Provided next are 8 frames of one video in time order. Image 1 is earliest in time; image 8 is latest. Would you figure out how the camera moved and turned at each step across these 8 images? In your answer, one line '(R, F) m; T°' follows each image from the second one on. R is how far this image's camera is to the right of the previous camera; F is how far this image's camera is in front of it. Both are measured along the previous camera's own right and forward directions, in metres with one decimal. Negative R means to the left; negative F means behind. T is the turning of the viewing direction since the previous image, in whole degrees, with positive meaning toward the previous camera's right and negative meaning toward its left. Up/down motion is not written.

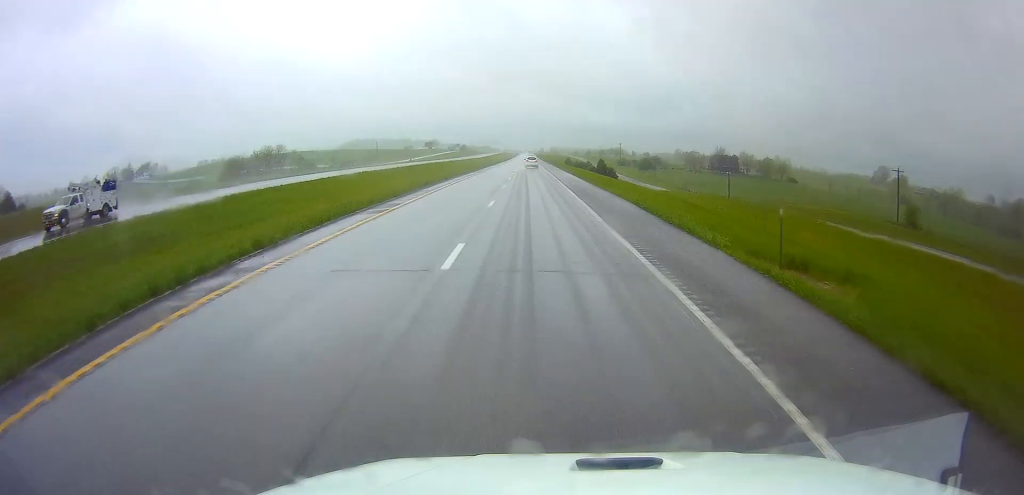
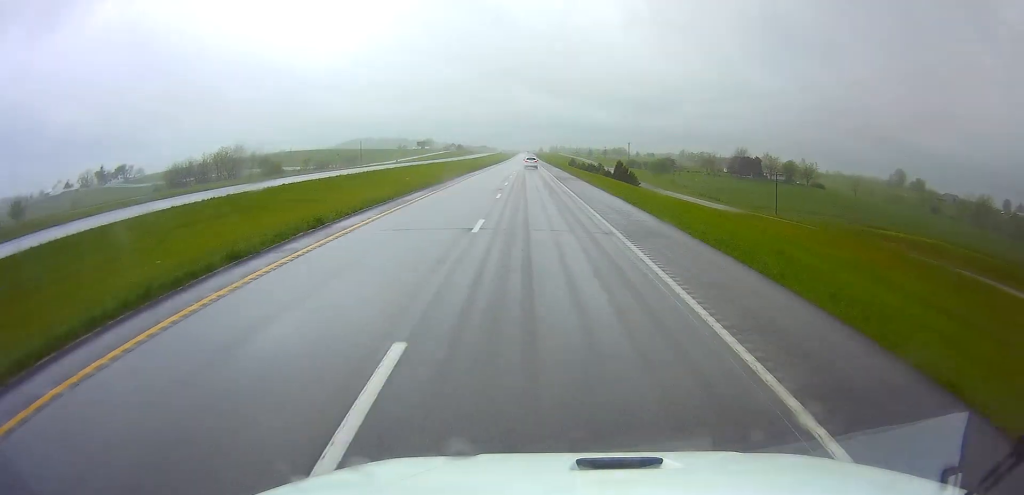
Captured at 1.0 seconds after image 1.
(+0.1, +31.5) m; 0°
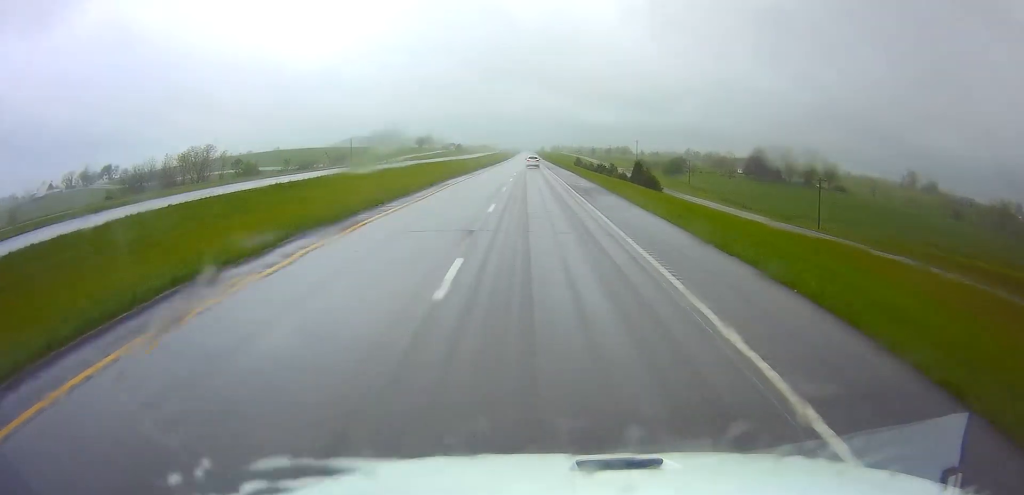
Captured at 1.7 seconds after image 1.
(-0.2, +19.2) m; 0°
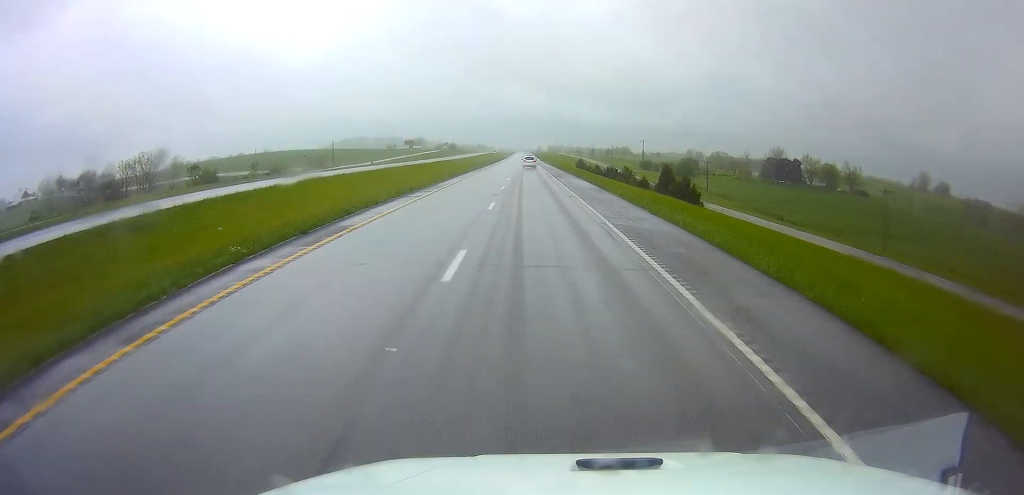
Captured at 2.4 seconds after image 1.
(+0.1, +23.2) m; 0°
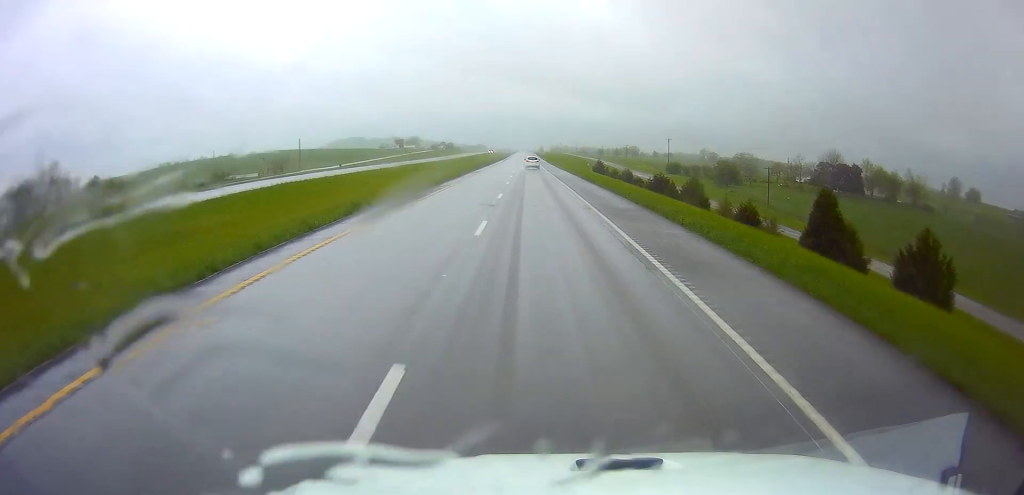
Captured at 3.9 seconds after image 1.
(+0.1, +43.4) m; 0°
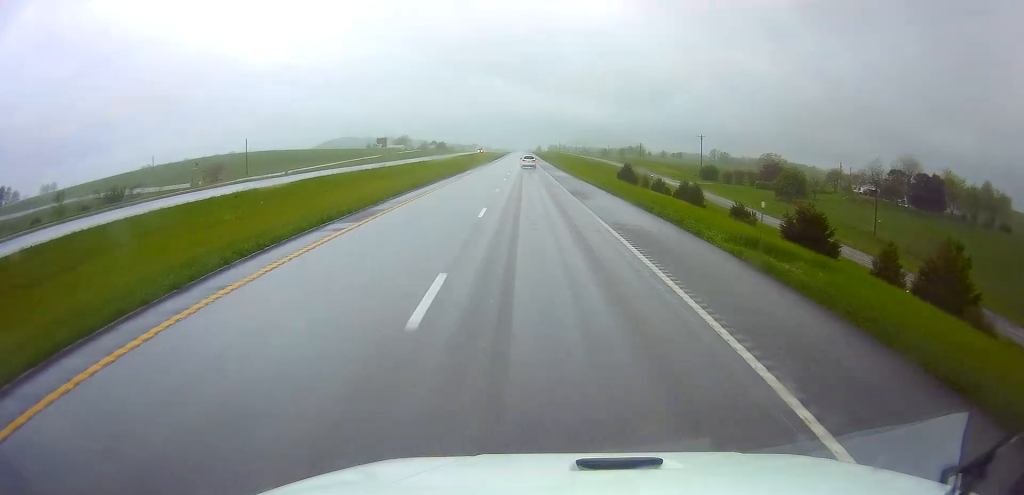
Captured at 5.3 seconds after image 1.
(-0.1, +44.4) m; 0°
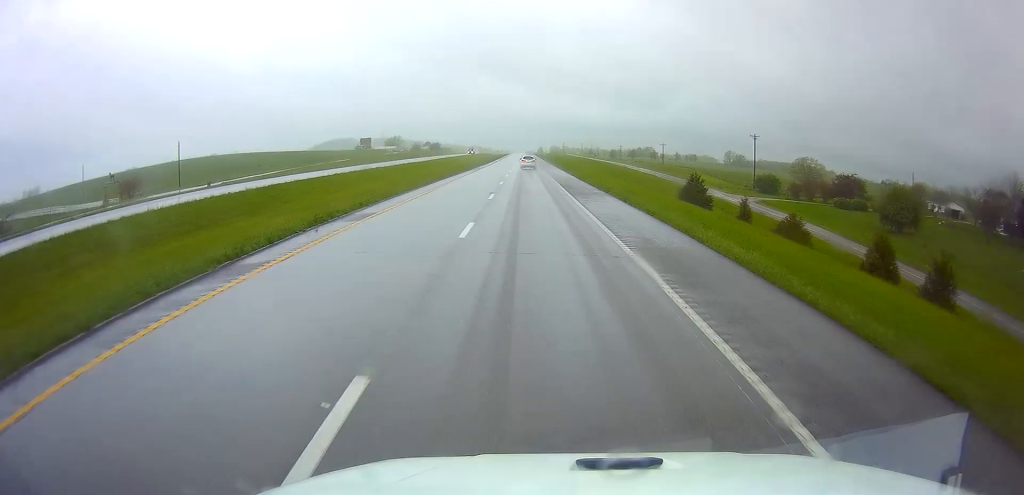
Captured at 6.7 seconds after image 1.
(-0.3, +41.1) m; 0°
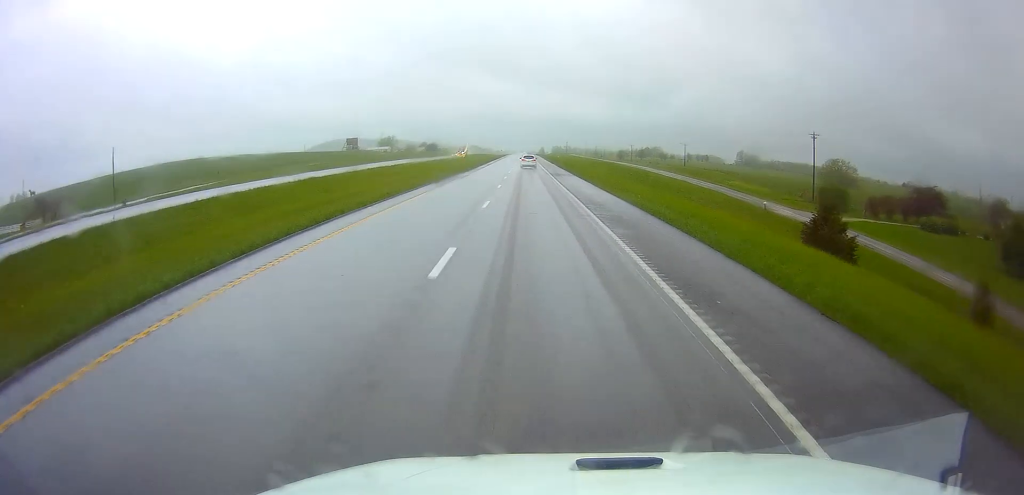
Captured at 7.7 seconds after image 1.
(+0.2, +28.9) m; 0°
